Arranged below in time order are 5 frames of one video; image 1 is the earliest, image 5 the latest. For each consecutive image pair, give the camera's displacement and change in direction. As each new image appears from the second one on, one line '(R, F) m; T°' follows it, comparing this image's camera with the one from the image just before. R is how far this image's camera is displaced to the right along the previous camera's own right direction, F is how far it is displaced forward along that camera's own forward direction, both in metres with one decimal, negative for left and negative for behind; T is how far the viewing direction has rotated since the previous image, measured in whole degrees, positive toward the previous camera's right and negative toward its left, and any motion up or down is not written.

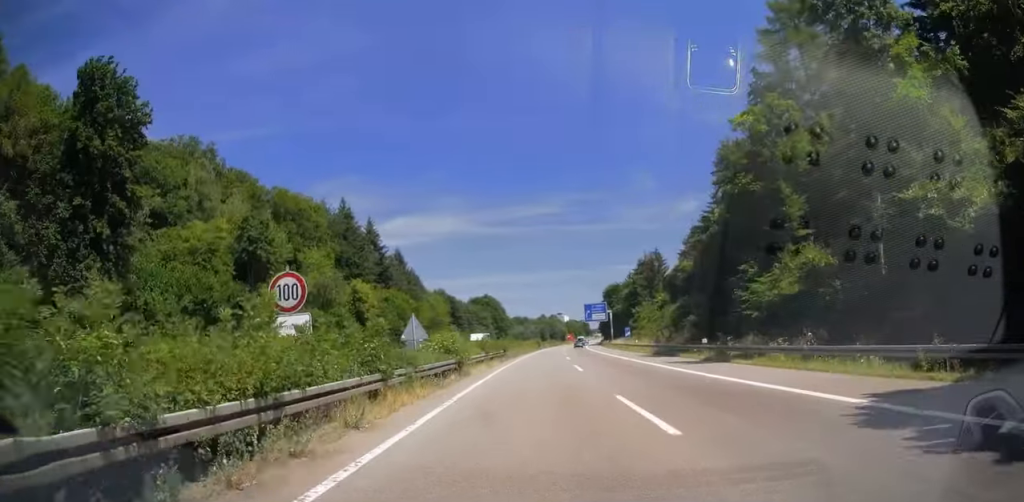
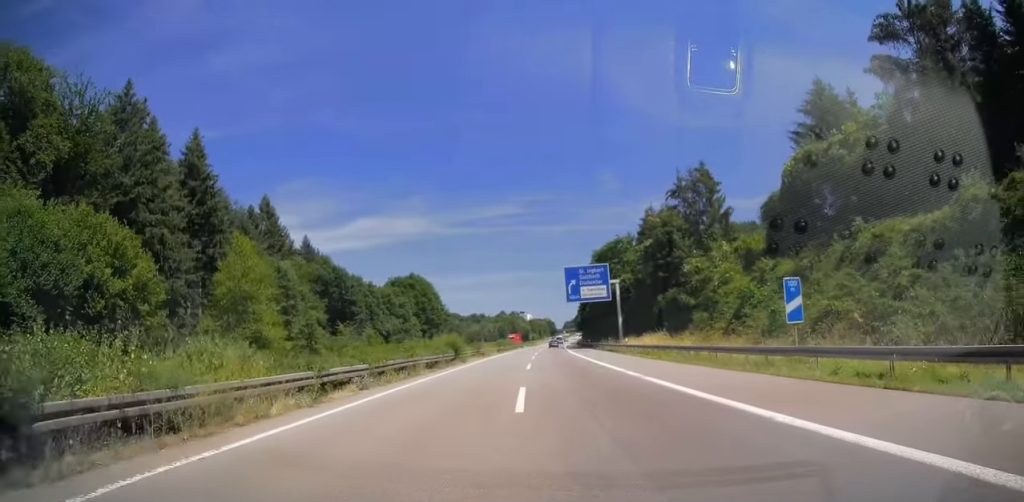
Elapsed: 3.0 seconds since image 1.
(+2.3, +67.1) m; +4°
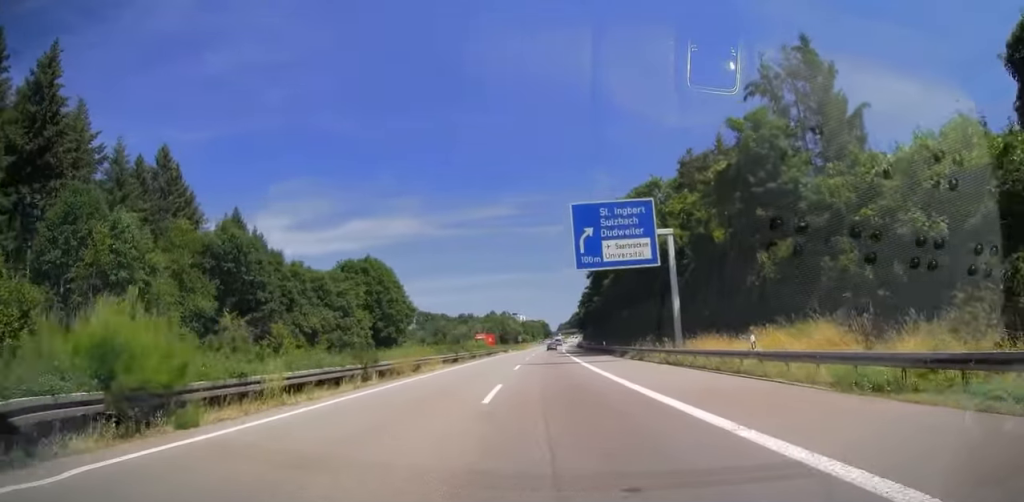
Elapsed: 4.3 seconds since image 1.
(+0.6, +32.4) m; +1°
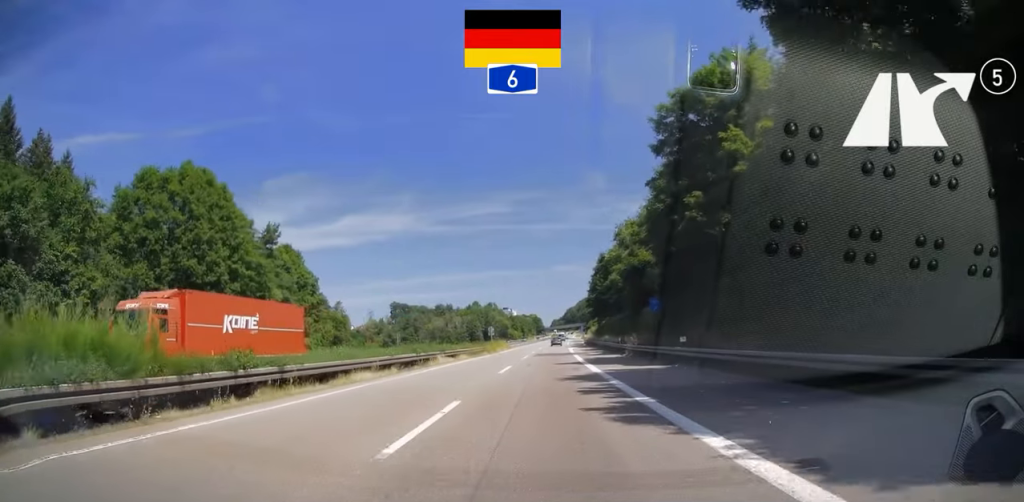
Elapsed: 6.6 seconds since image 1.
(0.0, +60.6) m; 0°
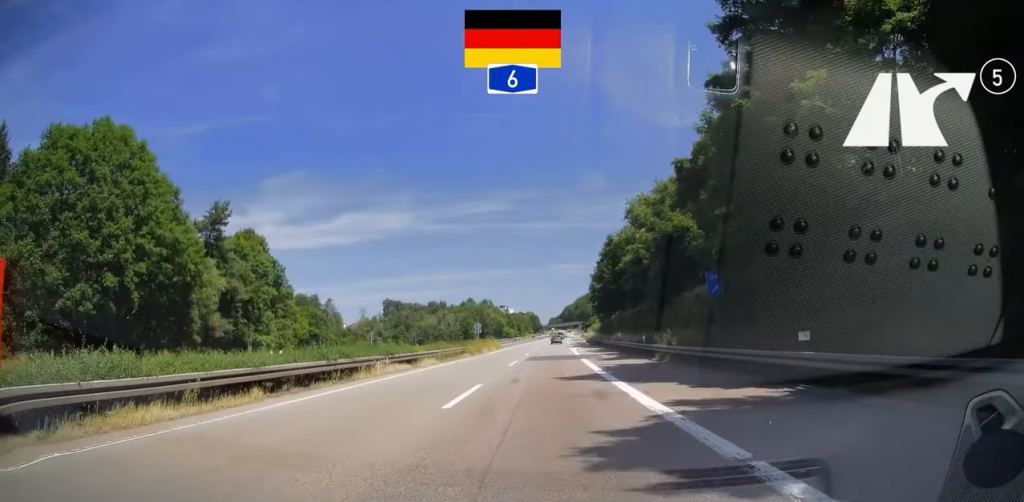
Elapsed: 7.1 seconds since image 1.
(-0.1, +13.3) m; 0°
